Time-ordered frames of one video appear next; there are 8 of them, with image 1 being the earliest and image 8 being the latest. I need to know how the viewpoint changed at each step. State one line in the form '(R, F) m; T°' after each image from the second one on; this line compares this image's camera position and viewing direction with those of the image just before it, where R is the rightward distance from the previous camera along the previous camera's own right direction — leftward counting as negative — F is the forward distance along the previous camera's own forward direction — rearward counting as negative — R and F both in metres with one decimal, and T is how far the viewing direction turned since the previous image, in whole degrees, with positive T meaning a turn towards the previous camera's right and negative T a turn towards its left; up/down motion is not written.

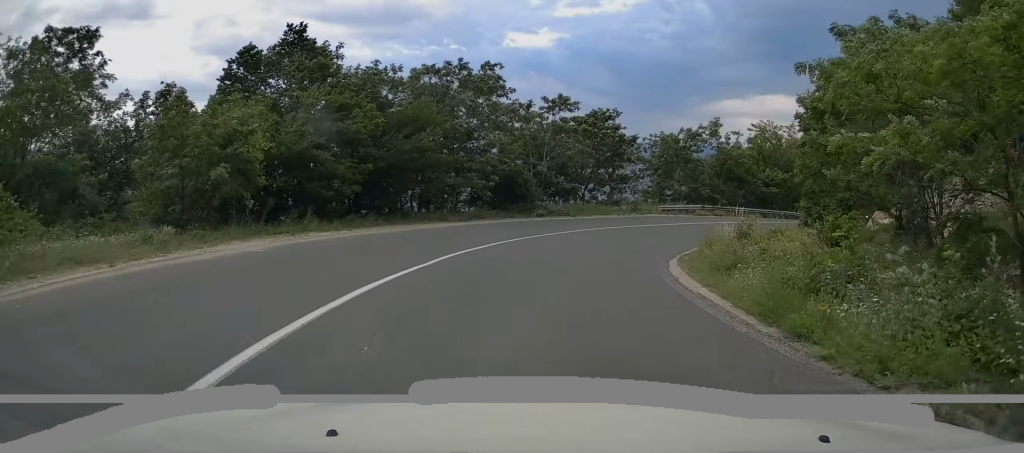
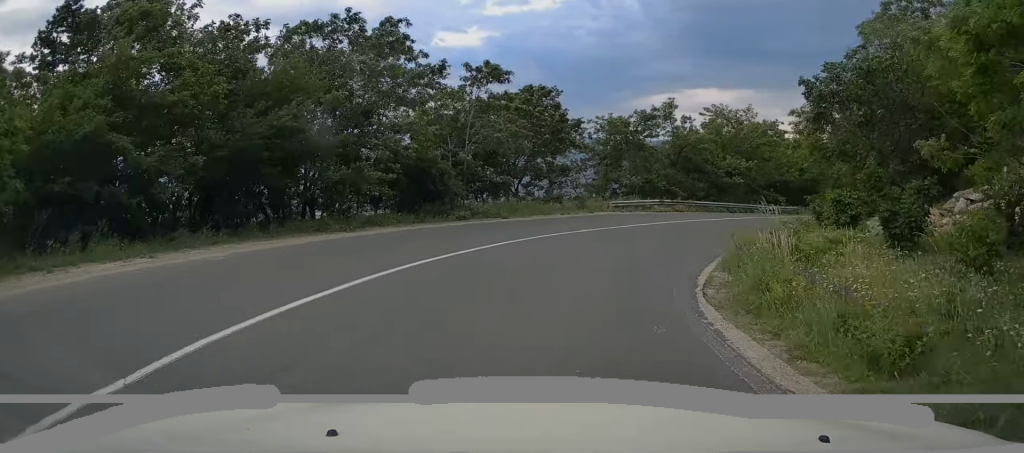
(+0.5, +6.9) m; +6°
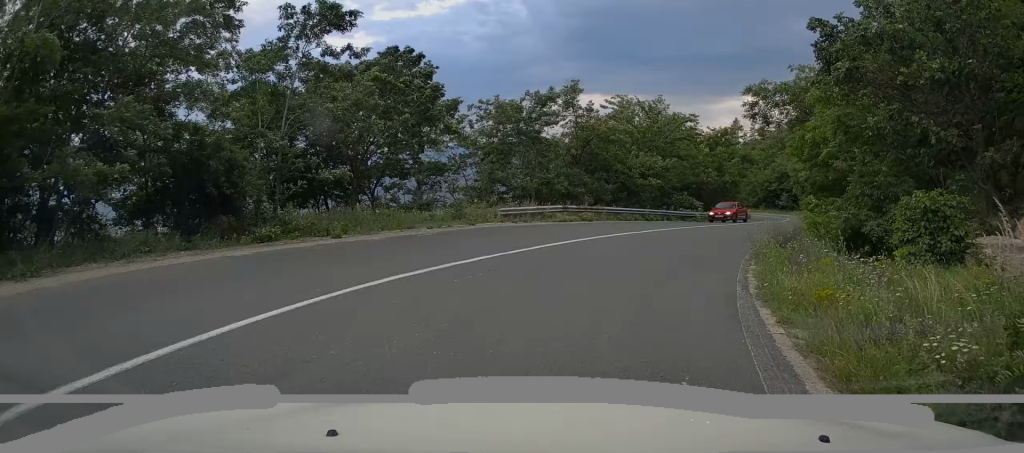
(+0.6, +8.0) m; +9°
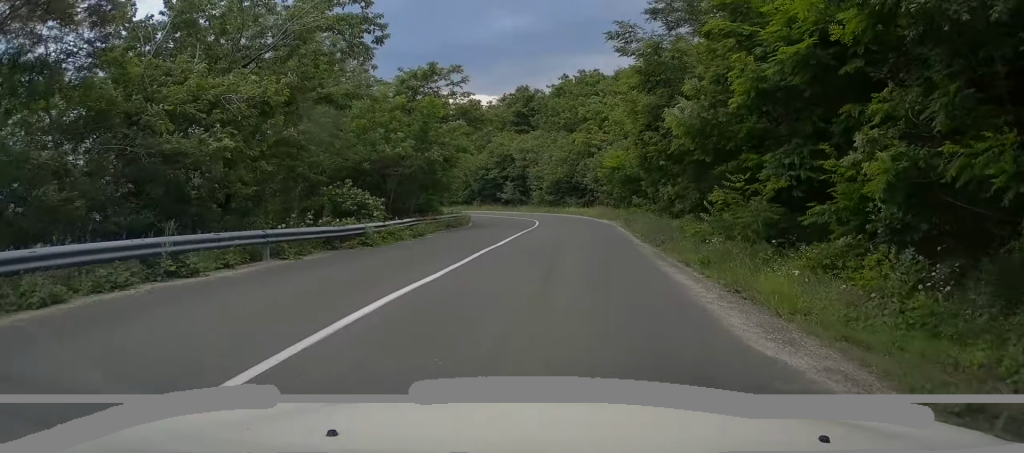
(+6.0, +23.2) m; +24°
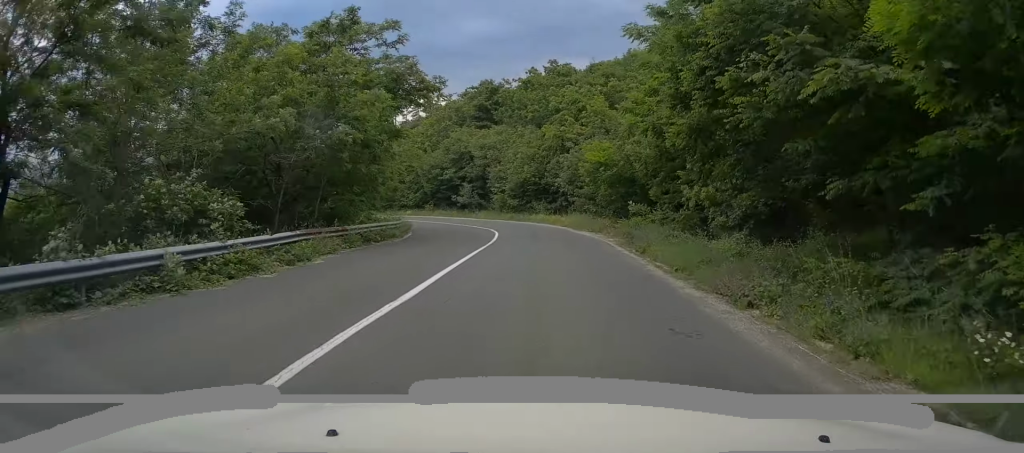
(+0.3, +9.0) m; +3°
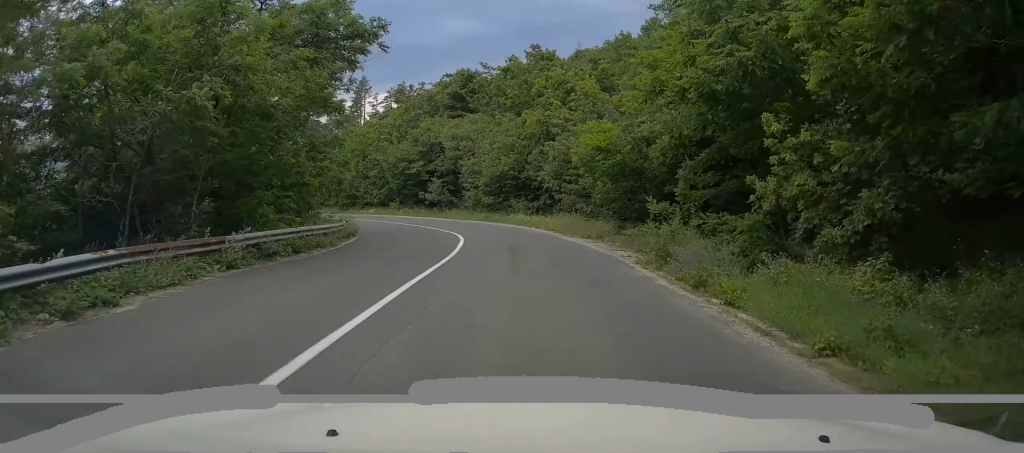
(+0.2, +6.6) m; +1°
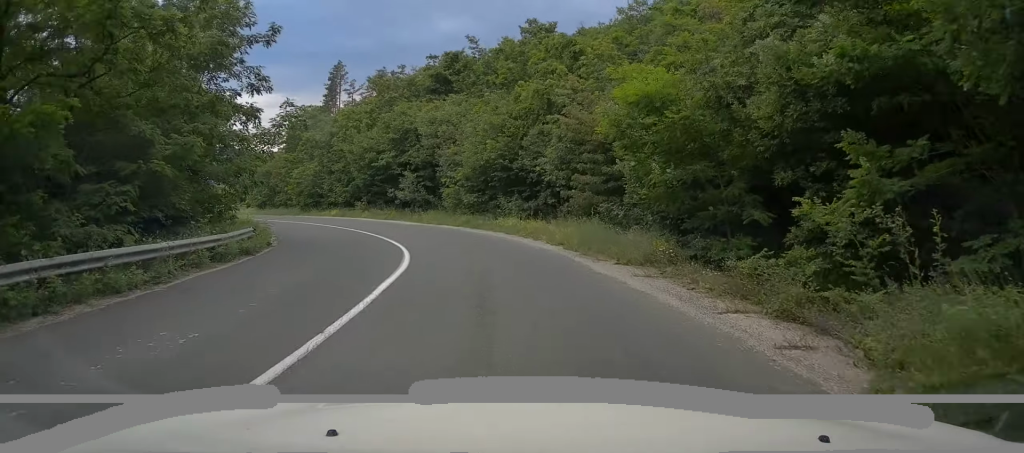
(0.0, +9.2) m; -2°
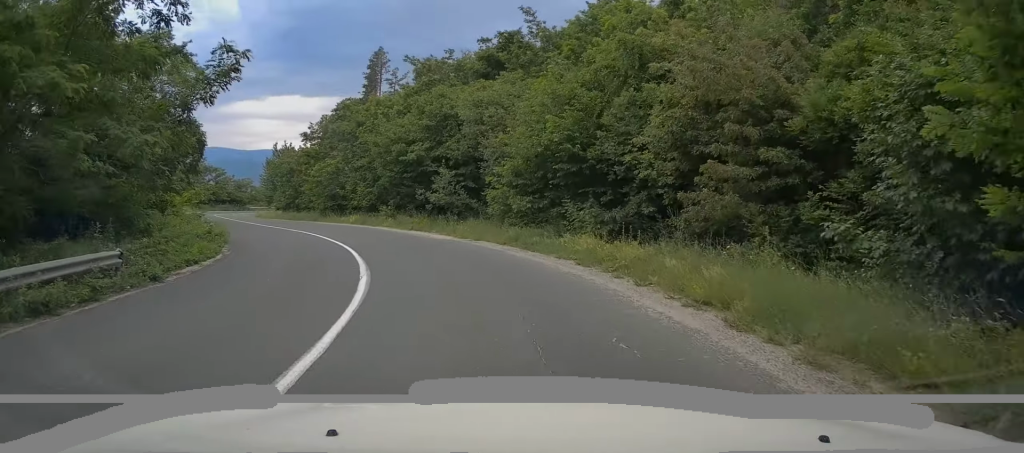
(-0.2, +9.0) m; -5°
